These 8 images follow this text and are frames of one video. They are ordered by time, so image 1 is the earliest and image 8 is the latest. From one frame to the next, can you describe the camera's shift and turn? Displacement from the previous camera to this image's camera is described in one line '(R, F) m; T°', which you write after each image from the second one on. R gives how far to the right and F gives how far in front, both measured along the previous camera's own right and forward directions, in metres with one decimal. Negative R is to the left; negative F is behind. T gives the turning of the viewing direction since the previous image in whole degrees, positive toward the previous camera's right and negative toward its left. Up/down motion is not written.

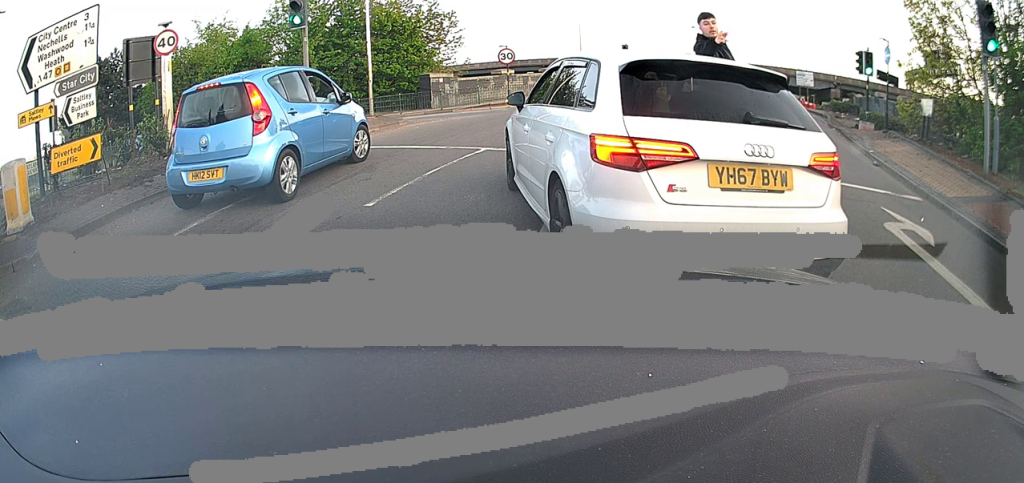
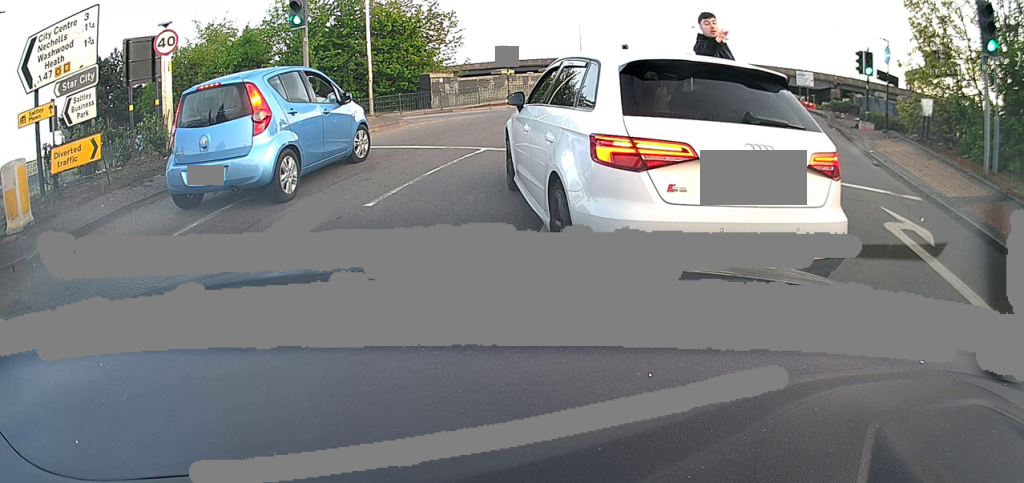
(0.0, 0.0) m; 0°
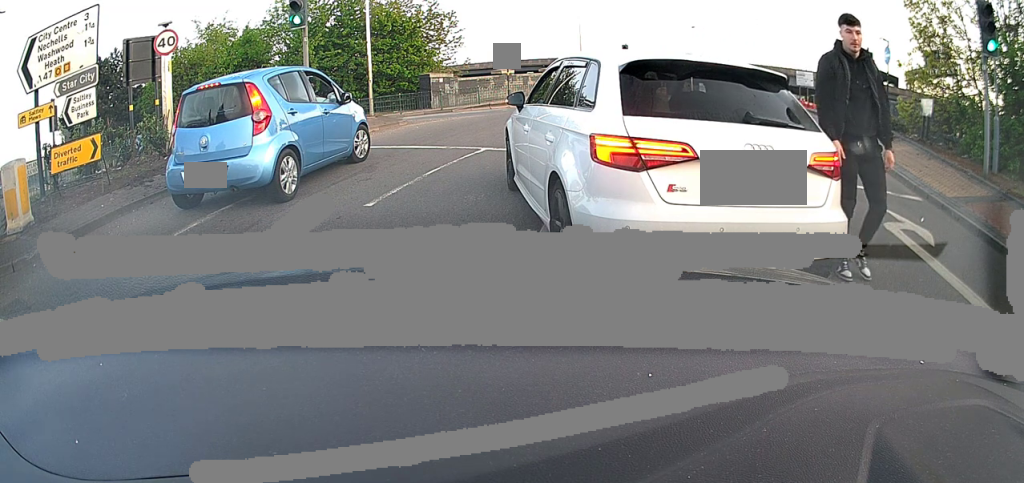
(0.0, 0.0) m; 0°
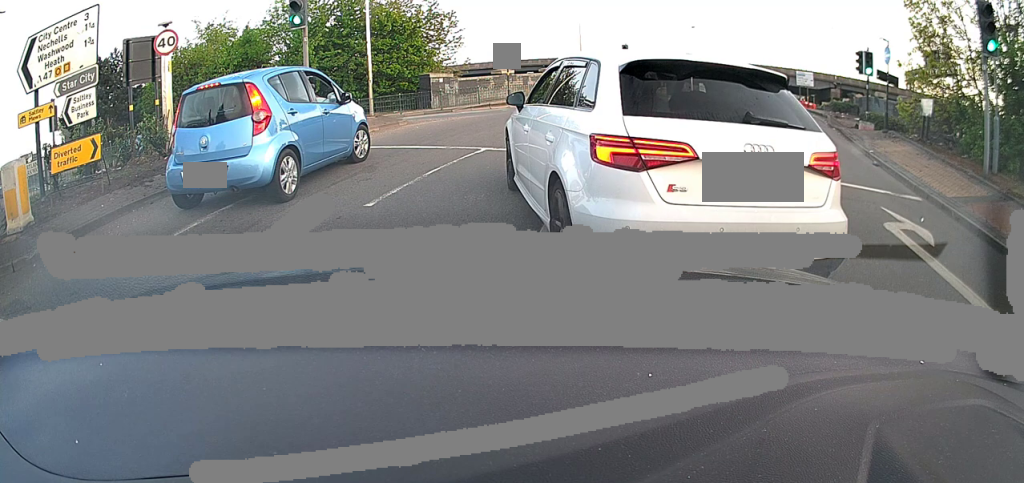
(0.0, 0.0) m; 0°
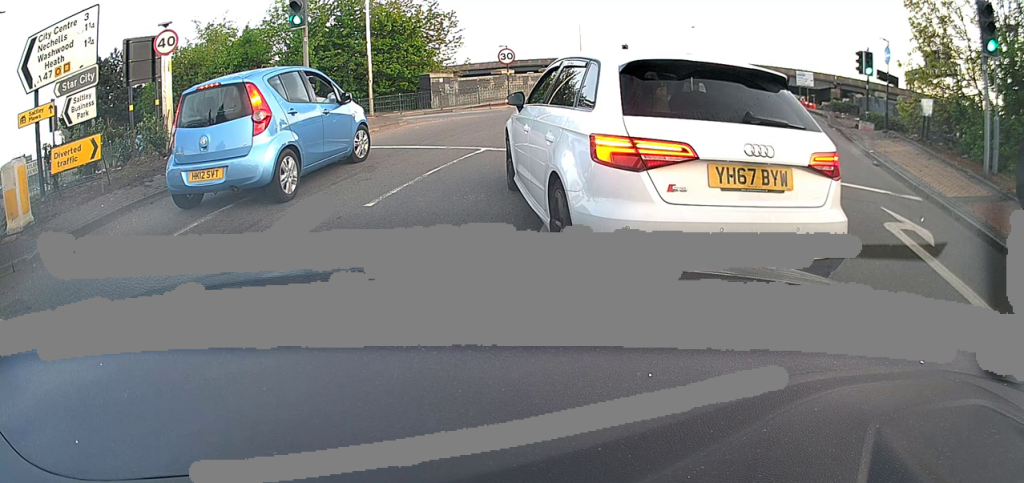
(0.0, 0.0) m; 0°
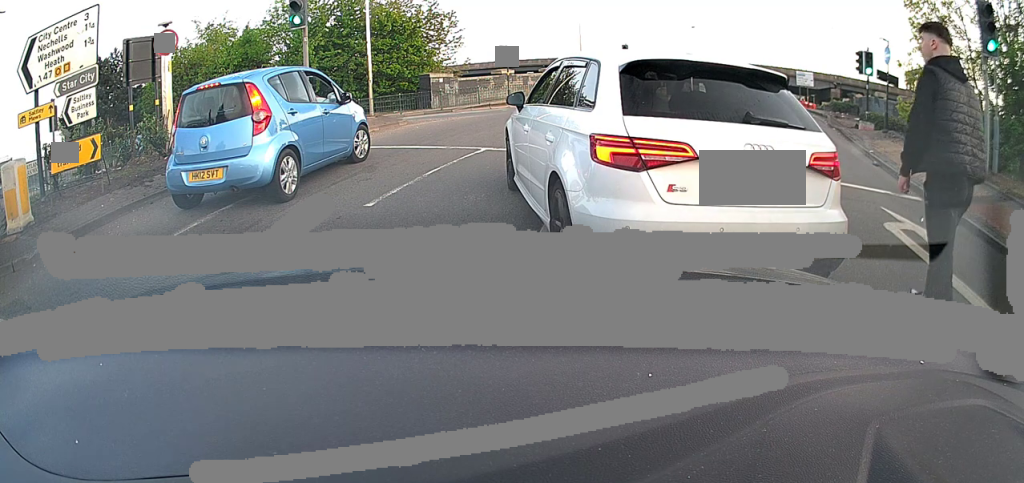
(0.0, 0.0) m; 0°
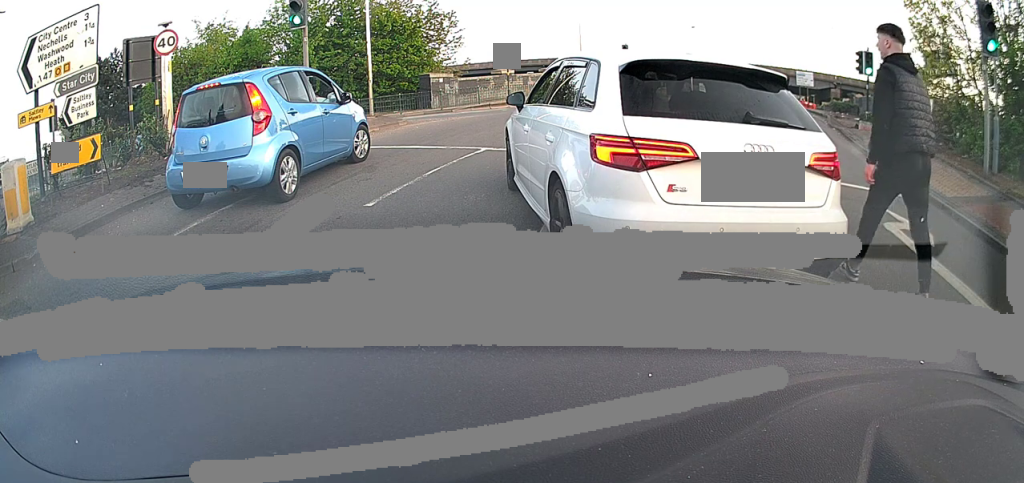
(0.0, 0.0) m; 0°
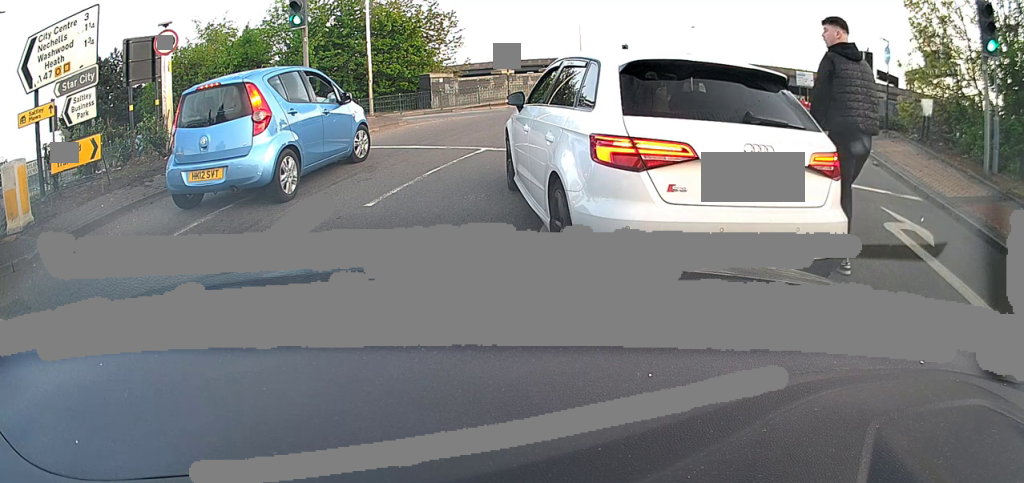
(0.0, 0.0) m; 0°
